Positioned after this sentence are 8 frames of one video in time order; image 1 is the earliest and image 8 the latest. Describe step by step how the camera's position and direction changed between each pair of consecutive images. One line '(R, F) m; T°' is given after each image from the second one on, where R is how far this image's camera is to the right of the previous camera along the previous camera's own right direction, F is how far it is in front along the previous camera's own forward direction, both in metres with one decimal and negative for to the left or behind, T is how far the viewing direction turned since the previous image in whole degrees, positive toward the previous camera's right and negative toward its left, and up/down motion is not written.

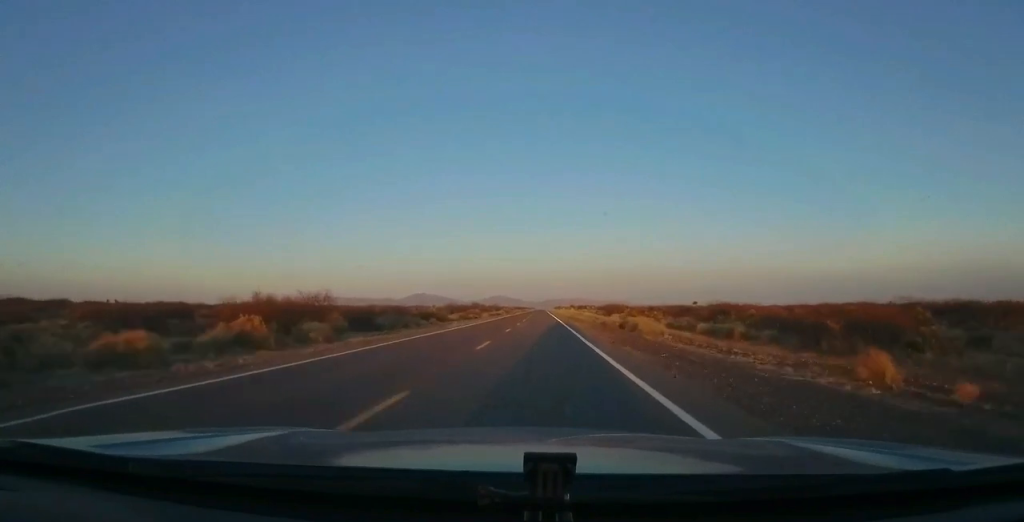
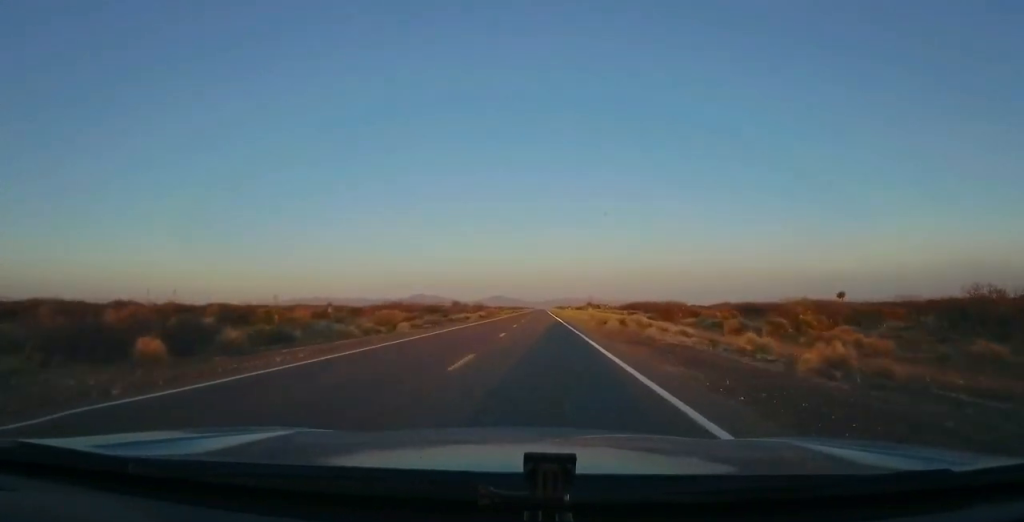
(-0.1, +54.0) m; 0°
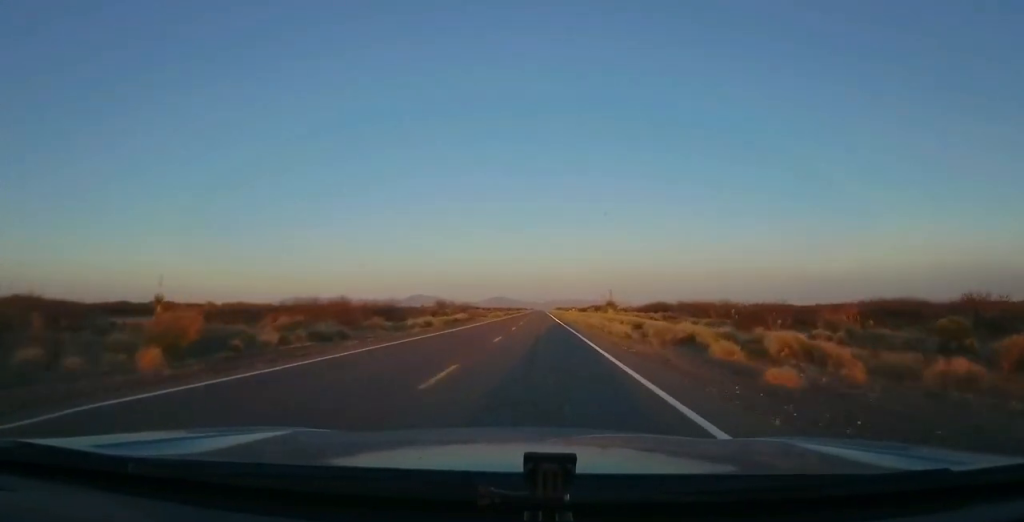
(-0.4, +26.3) m; 0°
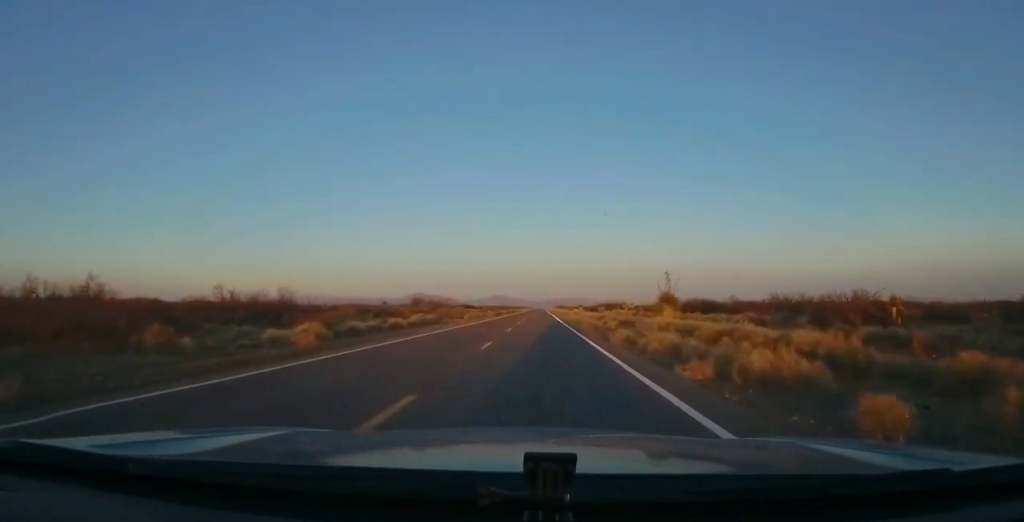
(+0.3, +28.2) m; +2°
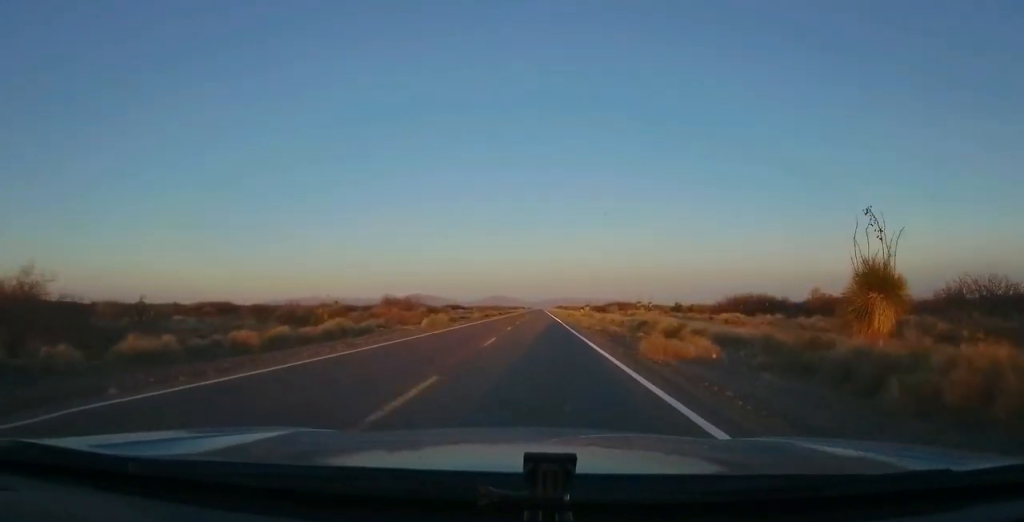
(+0.4, +22.3) m; 0°
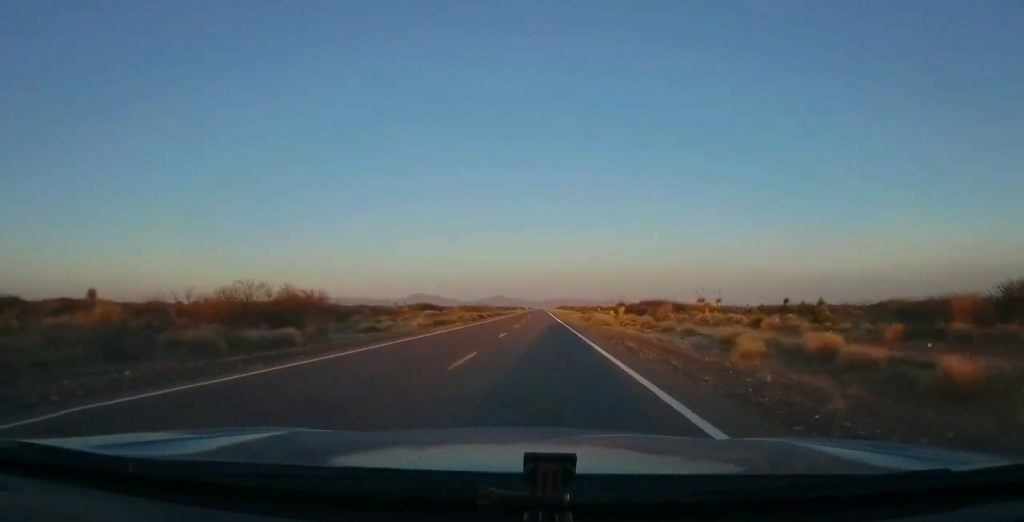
(-0.9, +42.7) m; -1°
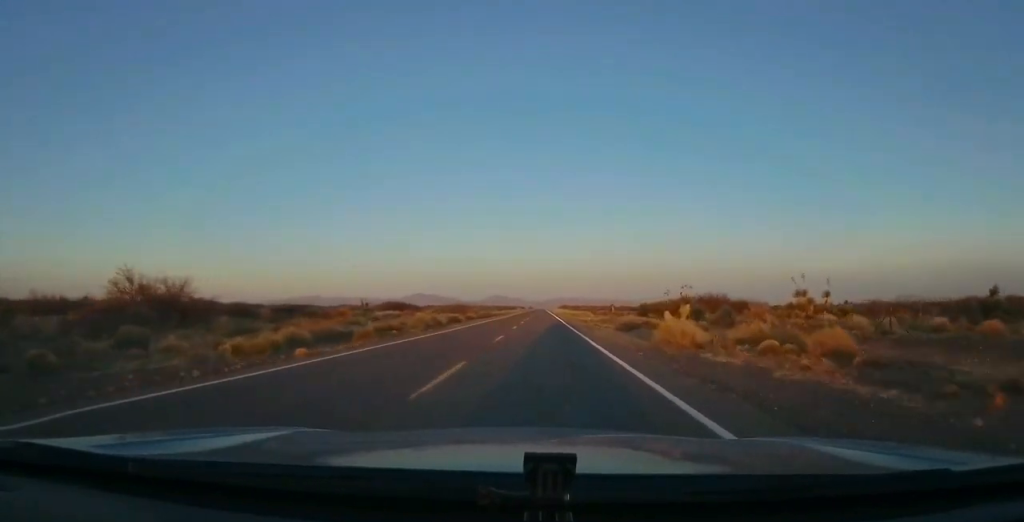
(+0.5, +27.2) m; +1°
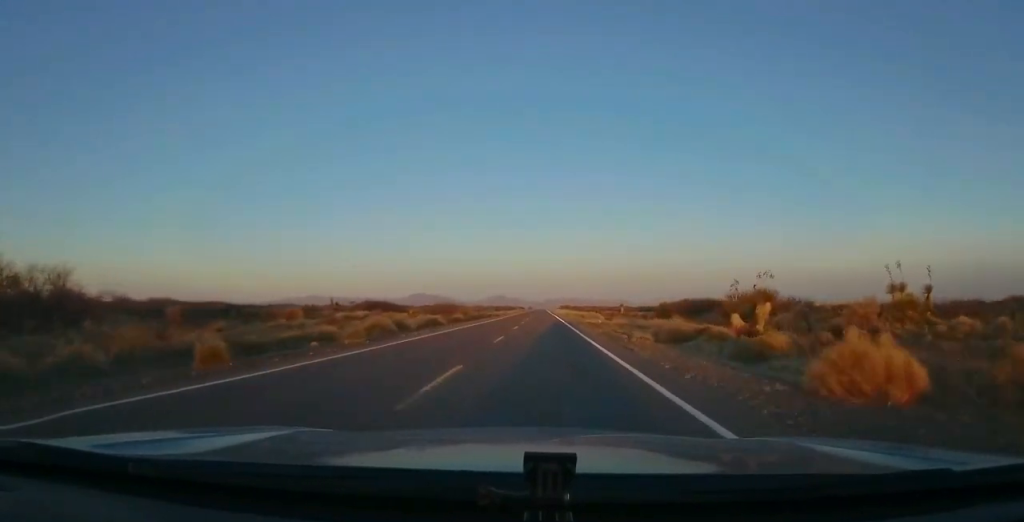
(0.0, +12.7) m; 0°
